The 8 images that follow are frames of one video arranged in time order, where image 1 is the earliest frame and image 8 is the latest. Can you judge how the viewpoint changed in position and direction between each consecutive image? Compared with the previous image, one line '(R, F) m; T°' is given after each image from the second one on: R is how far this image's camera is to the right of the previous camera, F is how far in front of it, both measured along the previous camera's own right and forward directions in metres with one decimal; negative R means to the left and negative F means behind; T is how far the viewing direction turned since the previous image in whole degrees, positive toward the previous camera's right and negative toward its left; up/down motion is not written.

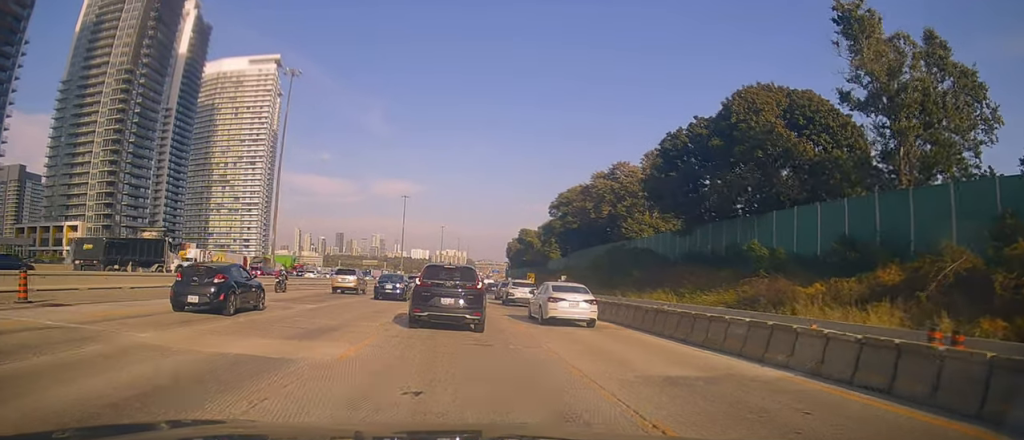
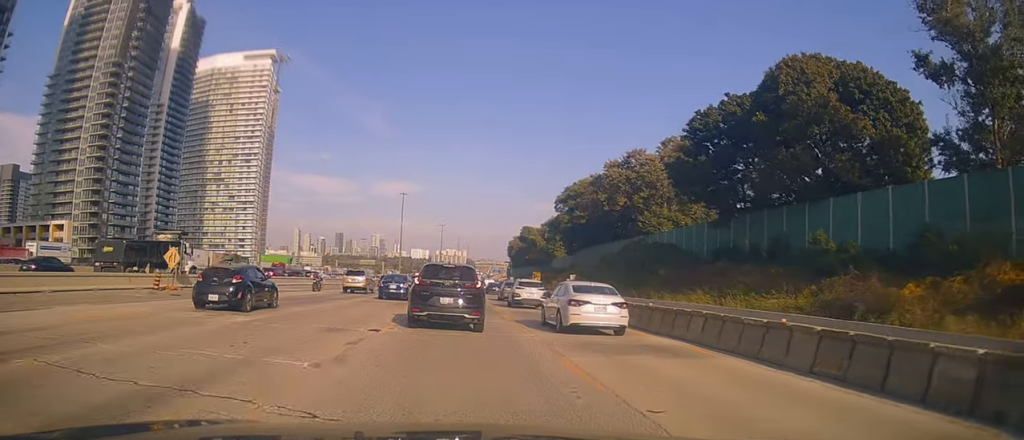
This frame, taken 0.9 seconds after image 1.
(-0.1, +6.9) m; +2°
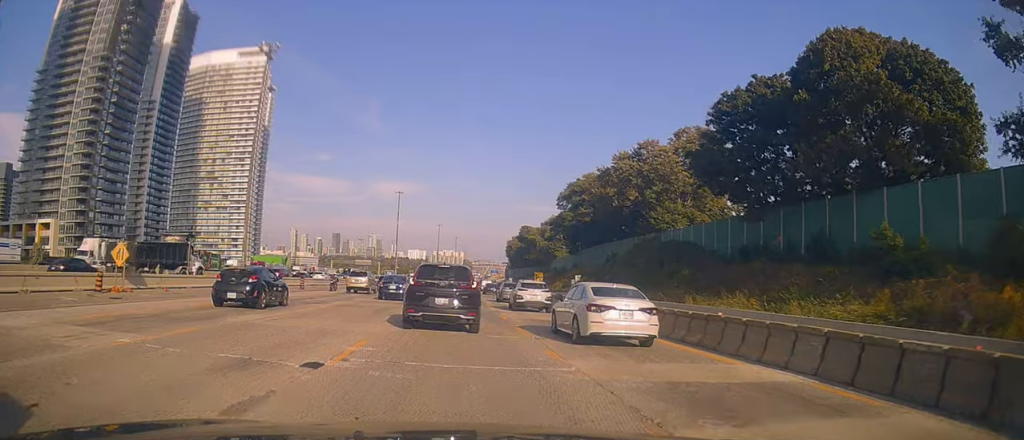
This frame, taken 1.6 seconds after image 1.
(0.0, +5.5) m; +2°
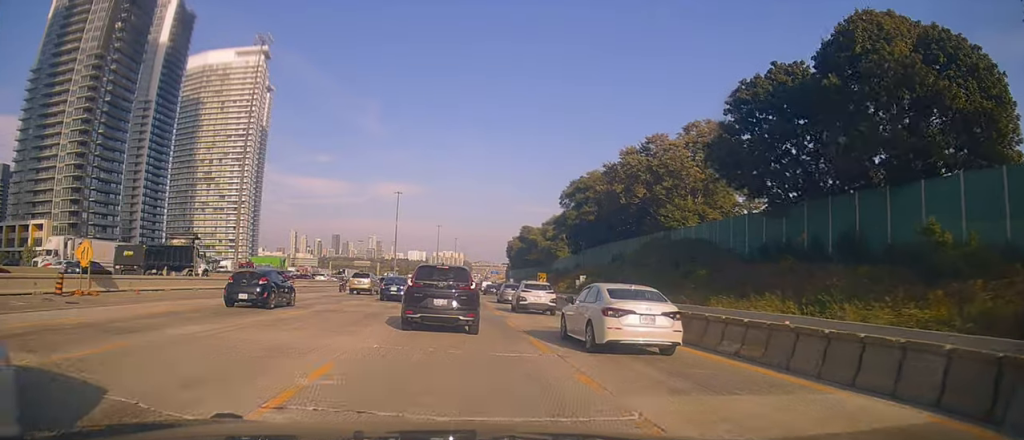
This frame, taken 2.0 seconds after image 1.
(+0.4, +3.1) m; 0°
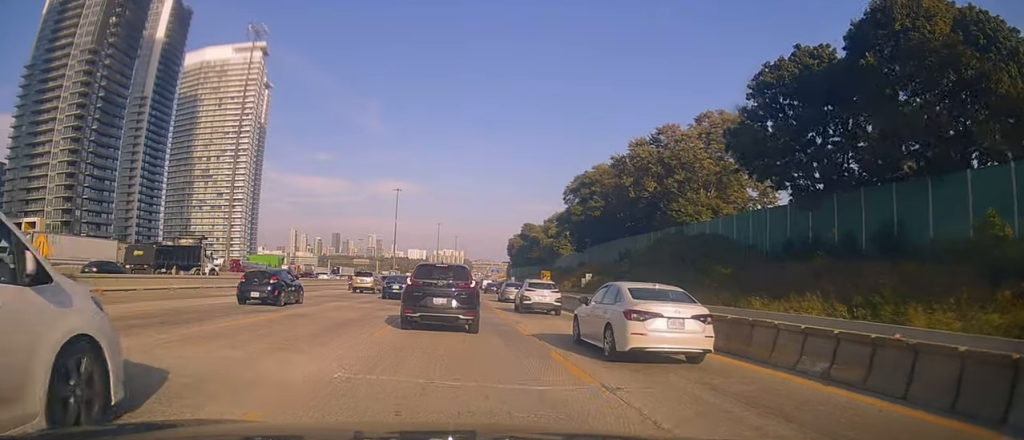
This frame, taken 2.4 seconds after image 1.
(+0.2, +3.4) m; 0°
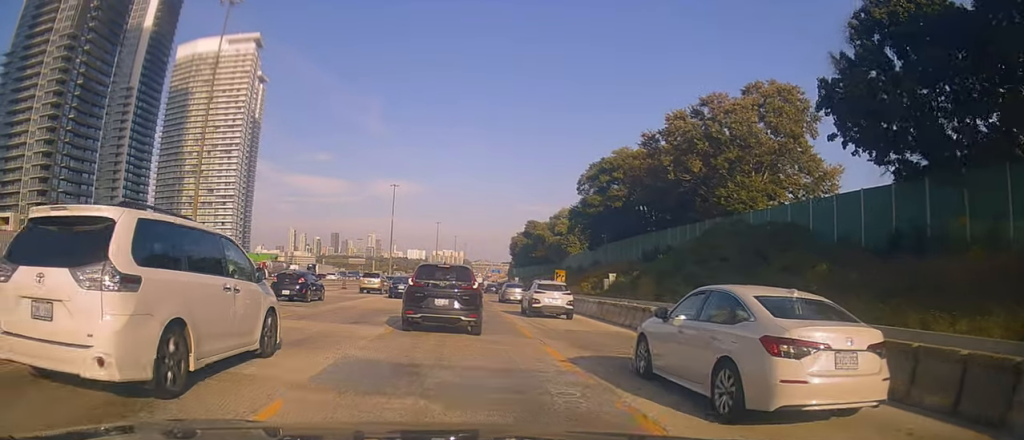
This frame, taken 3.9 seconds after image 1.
(-0.8, +11.8) m; -3°
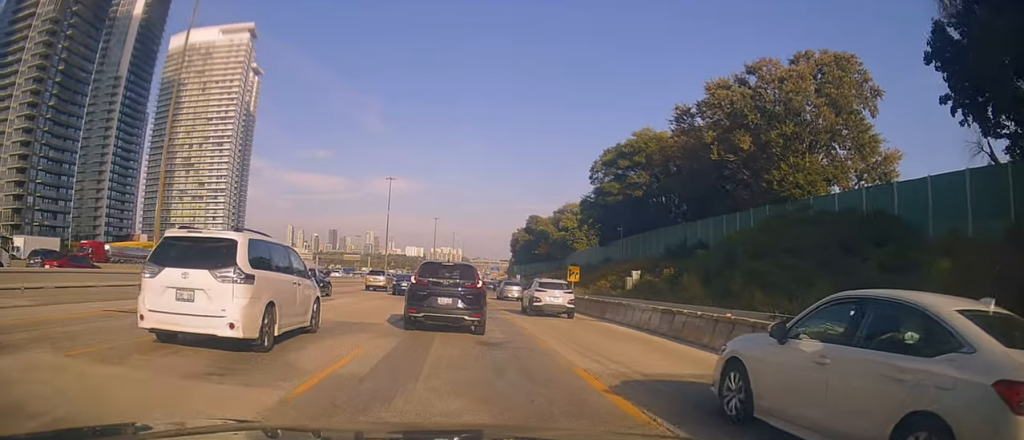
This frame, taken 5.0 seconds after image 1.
(-0.2, +9.2) m; +3°
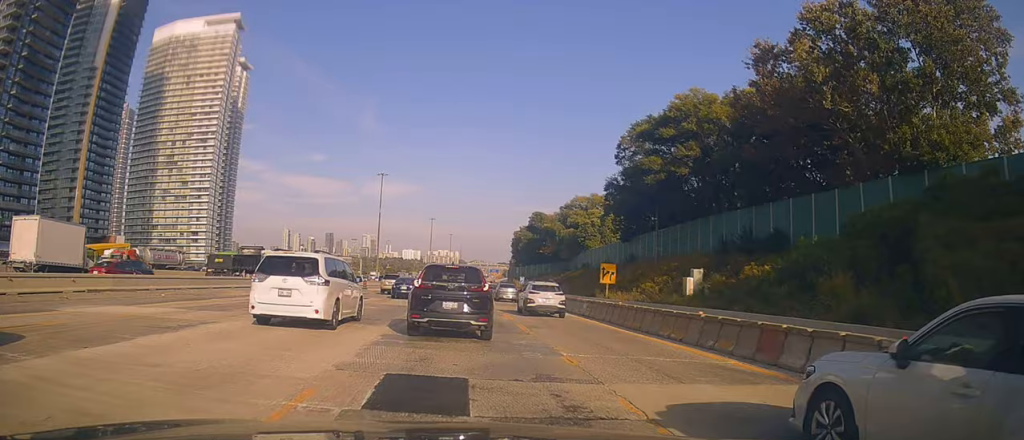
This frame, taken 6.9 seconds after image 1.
(+0.5, +14.8) m; -1°
